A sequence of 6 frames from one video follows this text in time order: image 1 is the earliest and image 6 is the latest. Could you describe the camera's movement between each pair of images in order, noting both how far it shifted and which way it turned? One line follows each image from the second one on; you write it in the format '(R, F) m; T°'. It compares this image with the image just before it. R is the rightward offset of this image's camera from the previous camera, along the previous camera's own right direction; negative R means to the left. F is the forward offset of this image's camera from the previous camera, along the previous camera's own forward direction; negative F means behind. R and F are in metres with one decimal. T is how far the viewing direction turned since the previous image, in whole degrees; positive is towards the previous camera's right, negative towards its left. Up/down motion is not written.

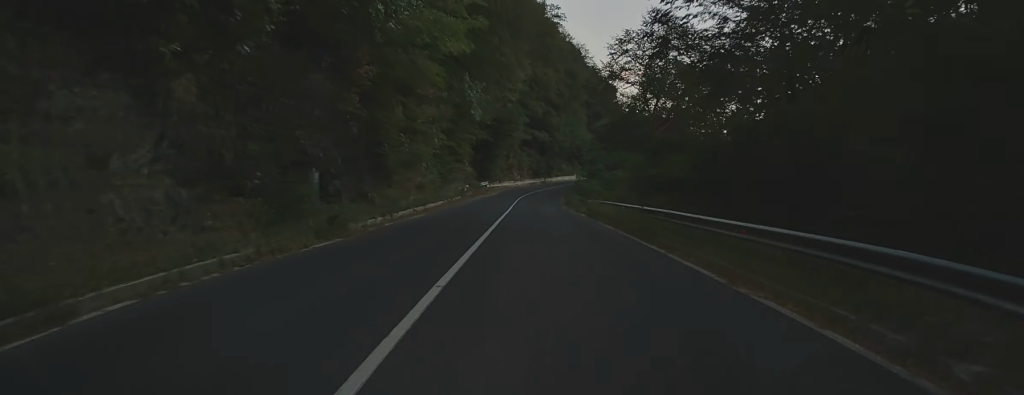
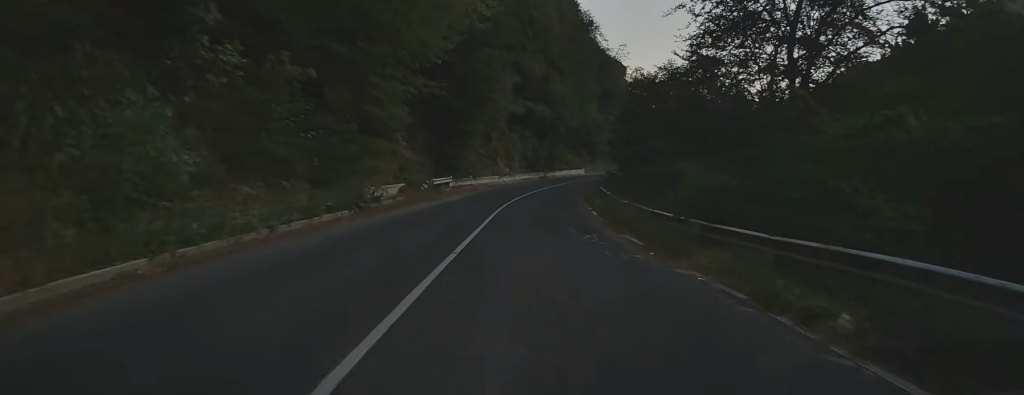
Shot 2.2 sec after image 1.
(-0.5, +32.3) m; -2°
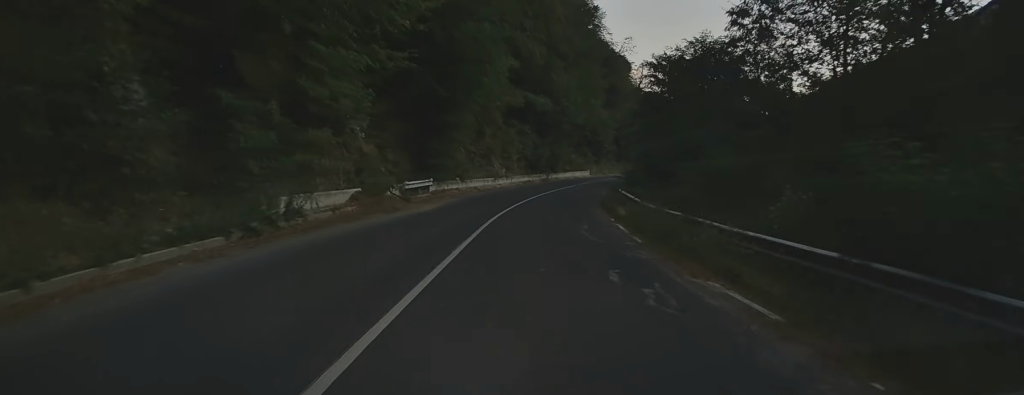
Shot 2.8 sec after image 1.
(-0.1, +9.0) m; 0°
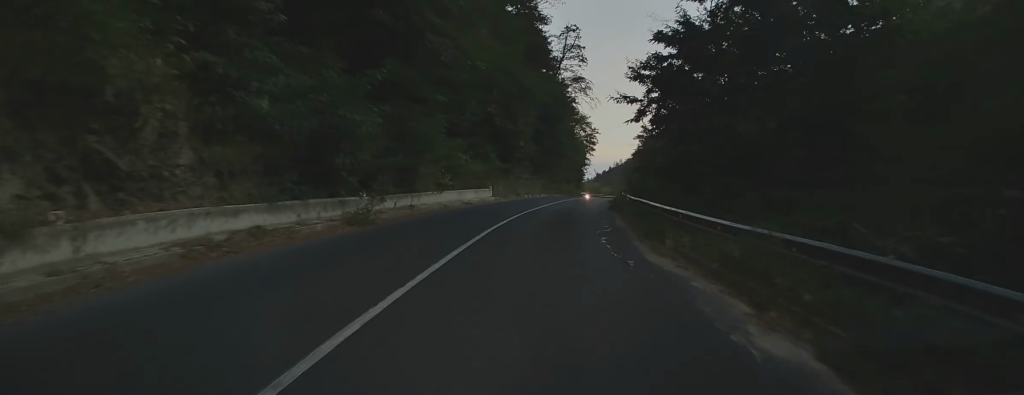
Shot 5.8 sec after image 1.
(+2.1, +50.8) m; +7°
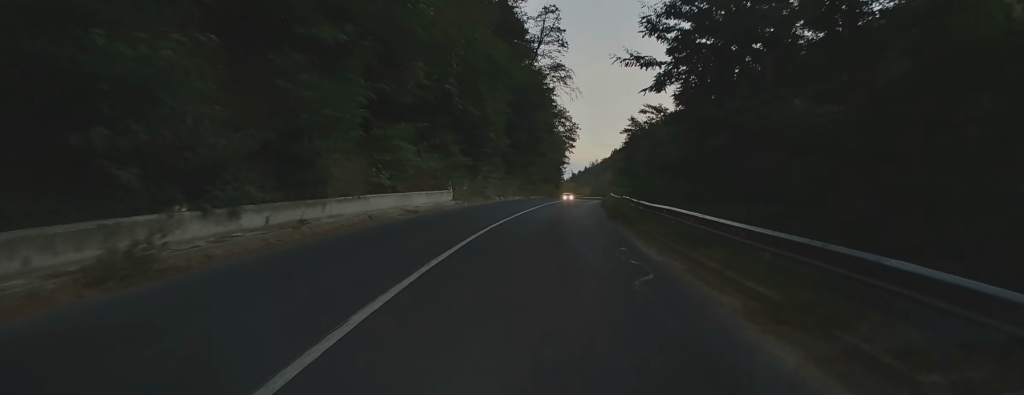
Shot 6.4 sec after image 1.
(+0.2, +11.0) m; +2°
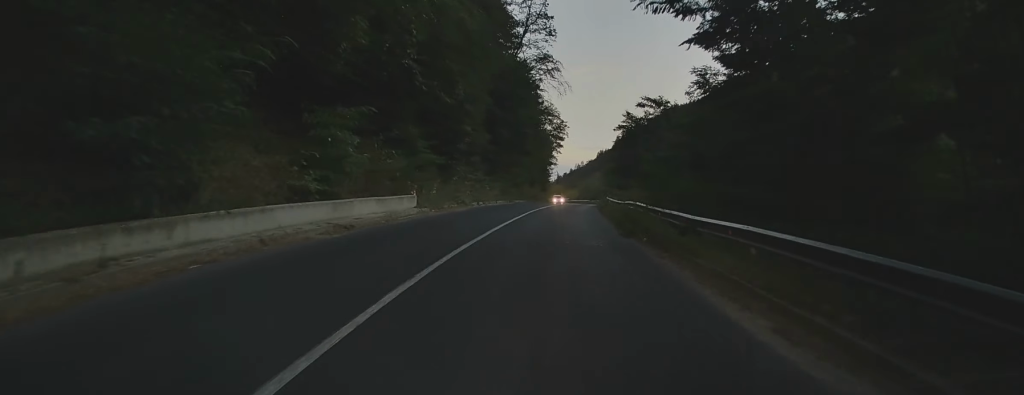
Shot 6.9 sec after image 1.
(+0.1, +7.9) m; +2°
